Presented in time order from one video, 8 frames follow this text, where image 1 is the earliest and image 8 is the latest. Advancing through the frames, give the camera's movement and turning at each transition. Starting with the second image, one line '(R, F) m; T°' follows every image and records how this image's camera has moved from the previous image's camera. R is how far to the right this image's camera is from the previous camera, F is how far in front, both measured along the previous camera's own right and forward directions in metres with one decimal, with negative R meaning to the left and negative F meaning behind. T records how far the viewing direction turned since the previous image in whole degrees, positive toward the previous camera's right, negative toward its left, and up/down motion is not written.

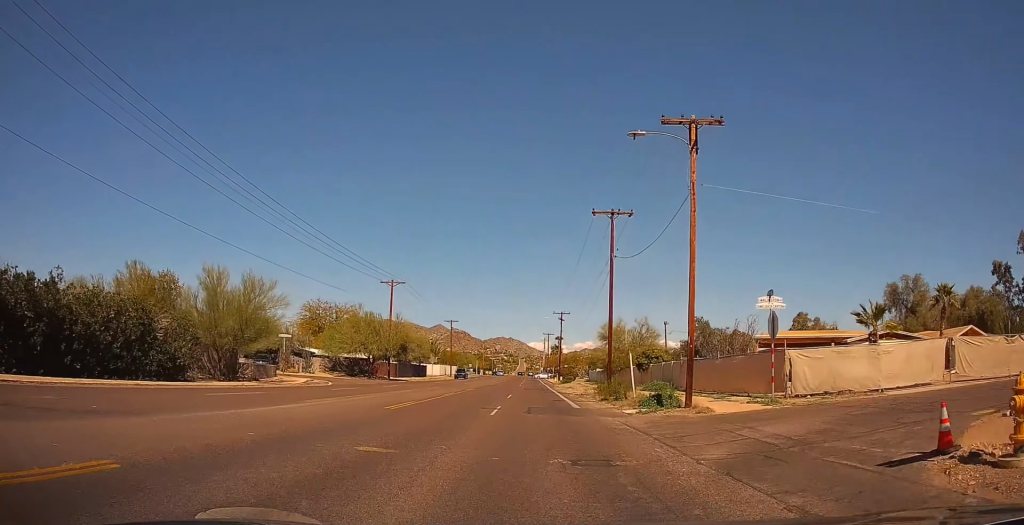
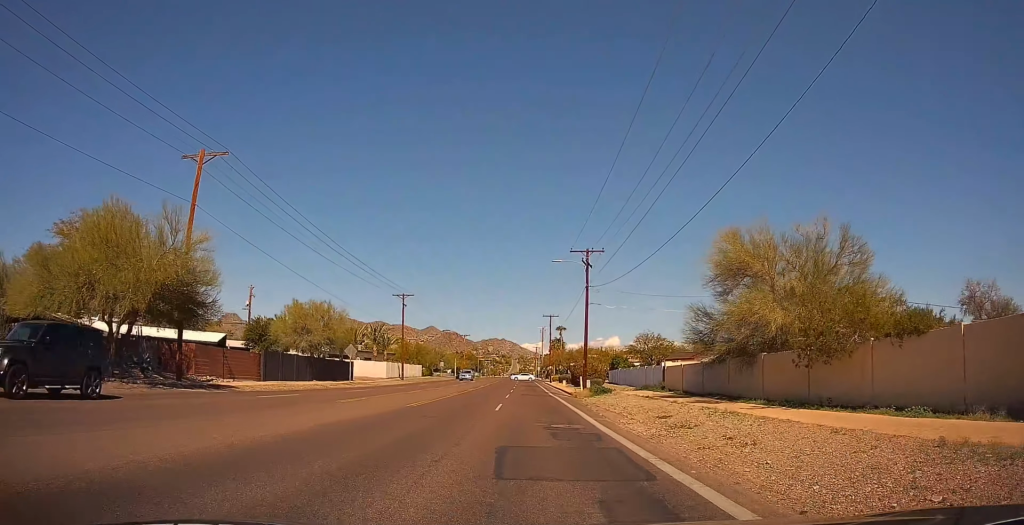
(+0.2, +43.6) m; -1°
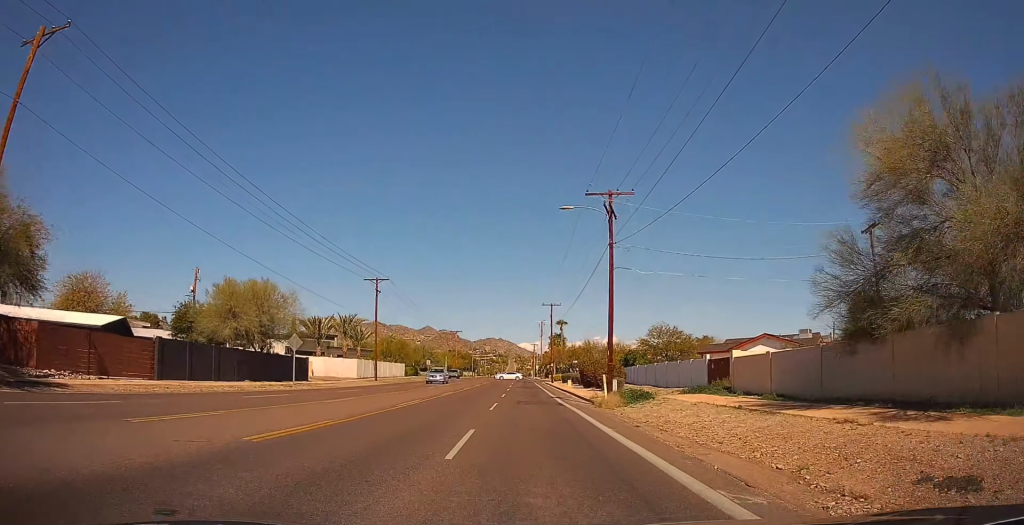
(0.0, +13.4) m; 0°
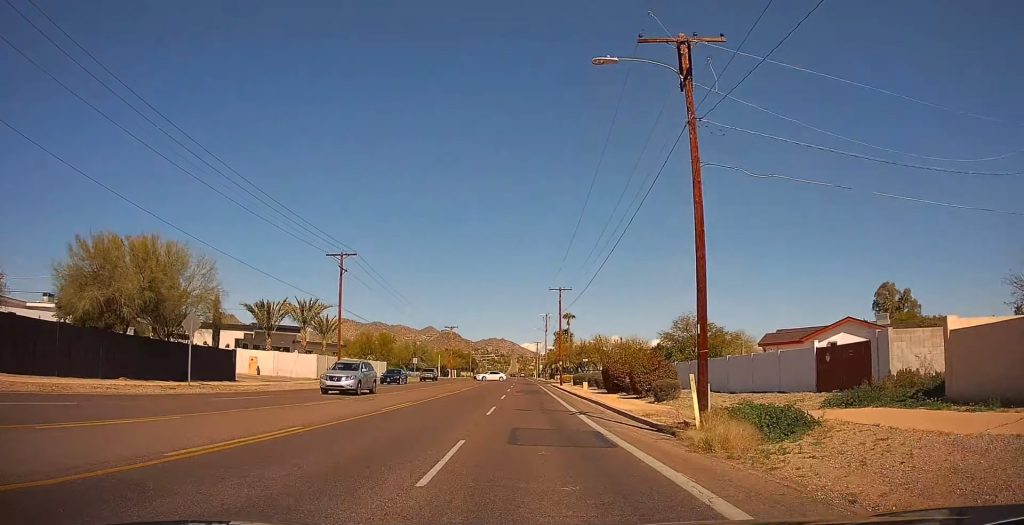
(0.0, +14.4) m; +1°
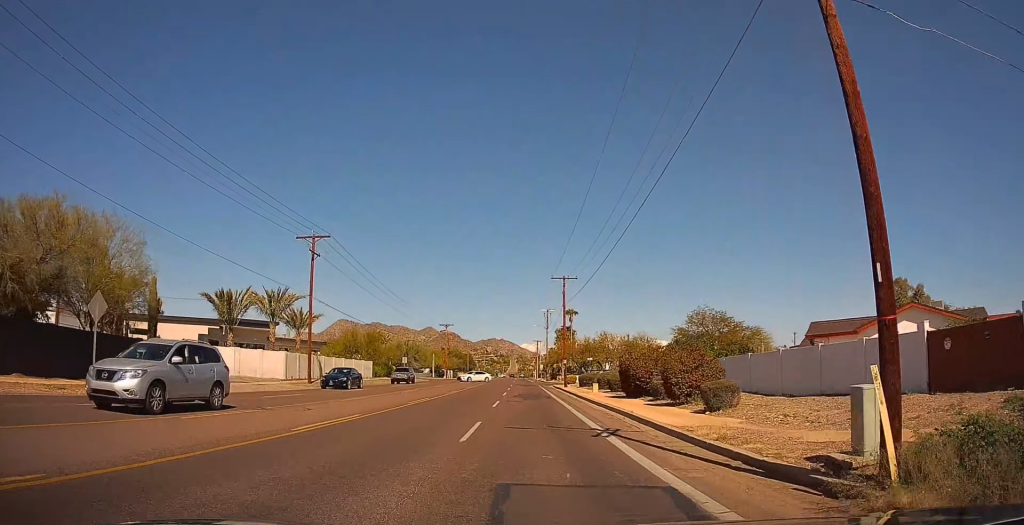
(0.0, +7.5) m; 0°
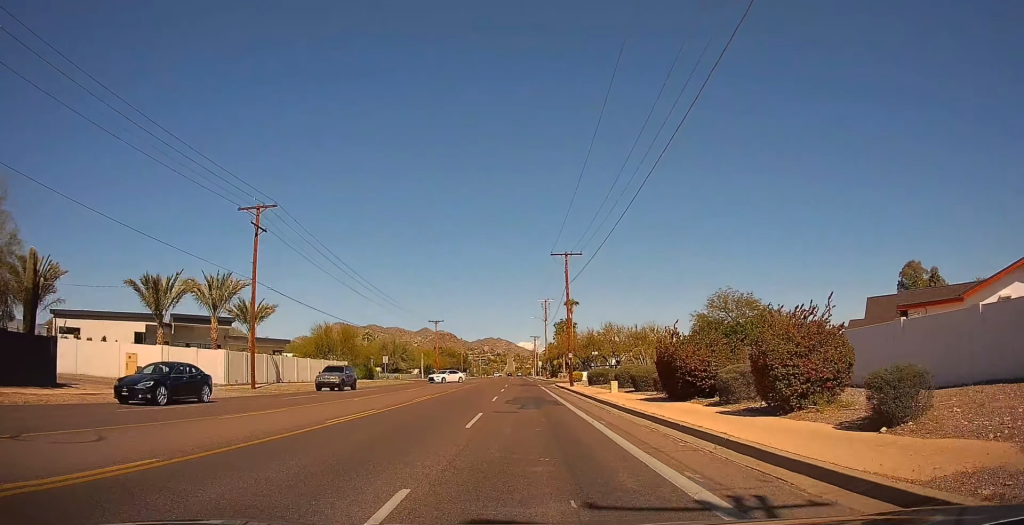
(+0.3, +9.8) m; 0°
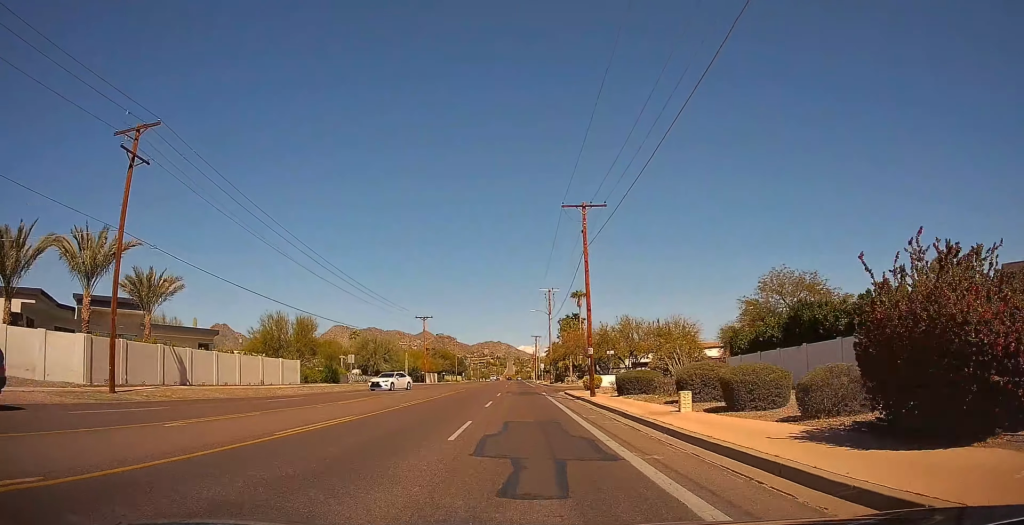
(-0.1, +14.4) m; -1°
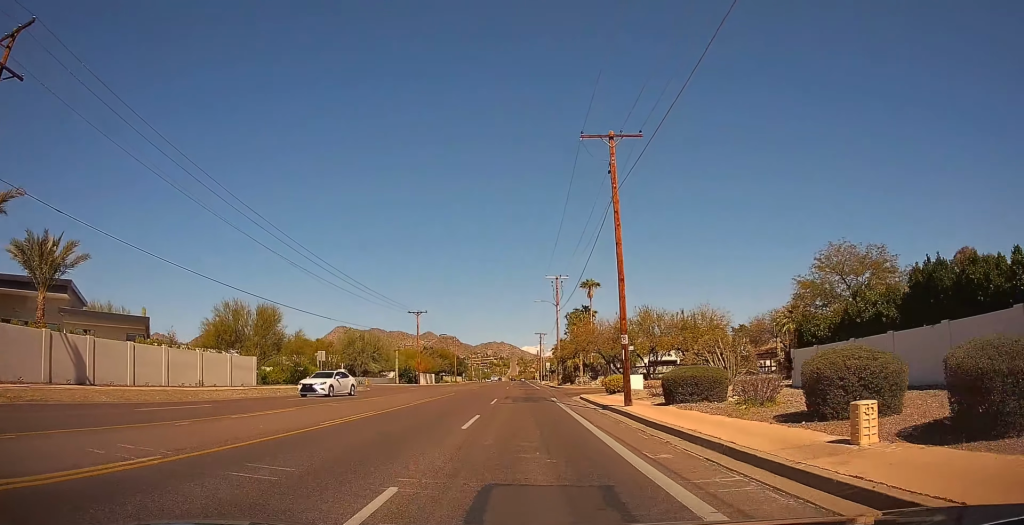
(-0.1, +9.8) m; 0°
